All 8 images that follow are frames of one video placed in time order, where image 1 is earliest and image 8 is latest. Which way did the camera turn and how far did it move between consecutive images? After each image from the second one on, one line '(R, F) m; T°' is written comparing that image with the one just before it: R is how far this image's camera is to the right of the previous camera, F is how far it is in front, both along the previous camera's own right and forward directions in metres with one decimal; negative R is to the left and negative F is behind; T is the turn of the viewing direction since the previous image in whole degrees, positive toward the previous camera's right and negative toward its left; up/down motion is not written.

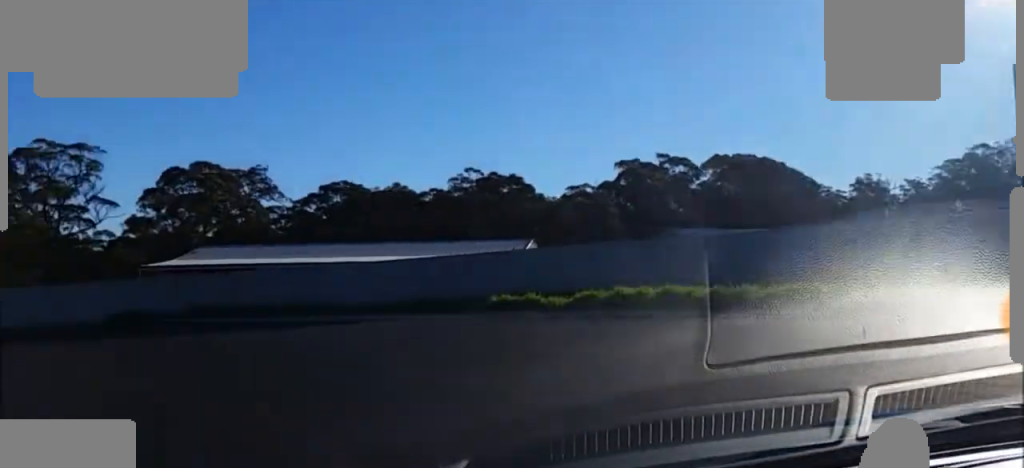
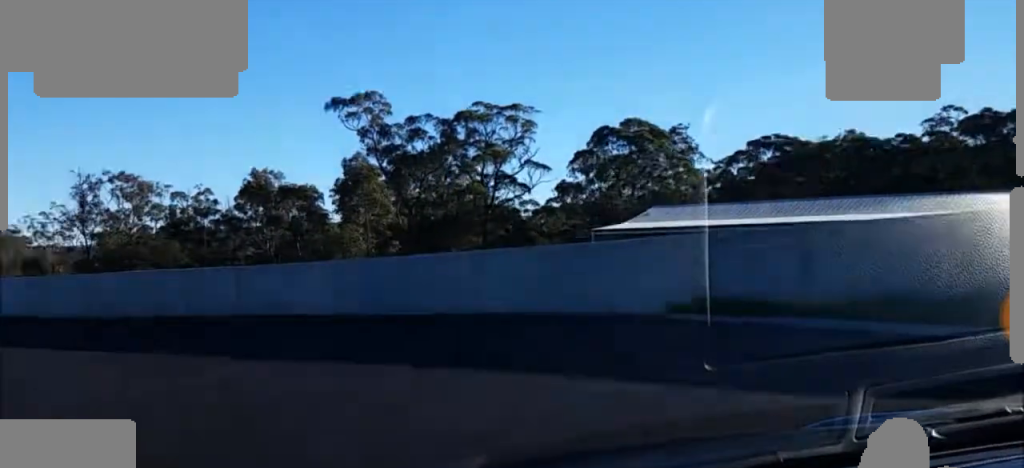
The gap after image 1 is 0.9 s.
(-1.7, +14.9) m; -37°
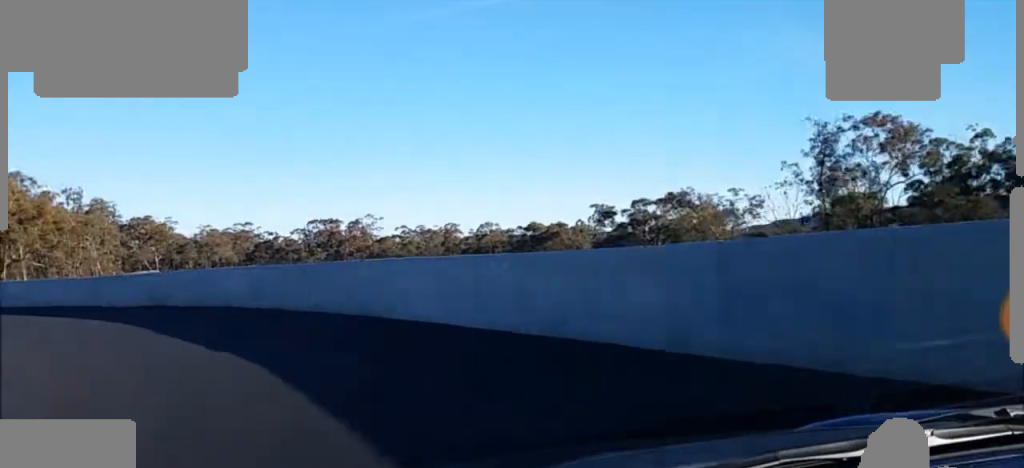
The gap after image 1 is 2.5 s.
(-15.5, +27.5) m; -42°
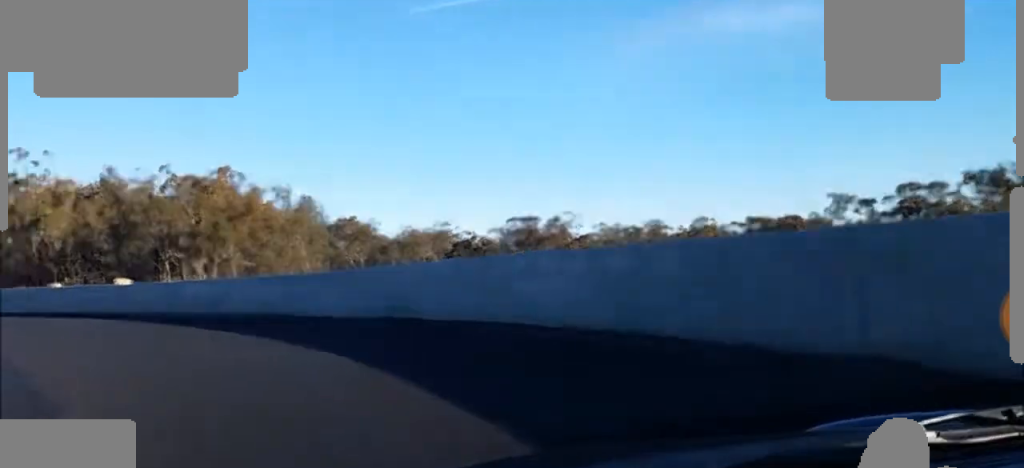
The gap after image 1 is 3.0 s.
(+0.1, +10.7) m; -10°
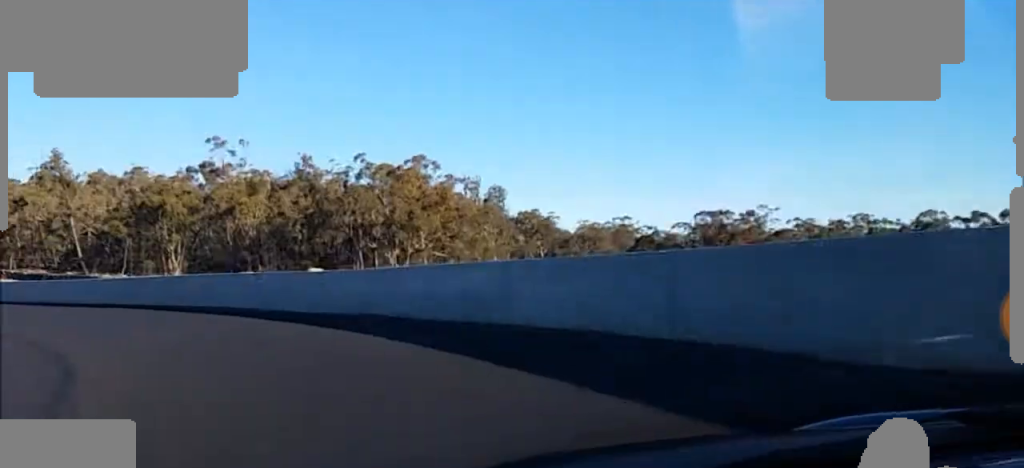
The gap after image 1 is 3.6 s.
(-3.3, +13.1) m; -12°
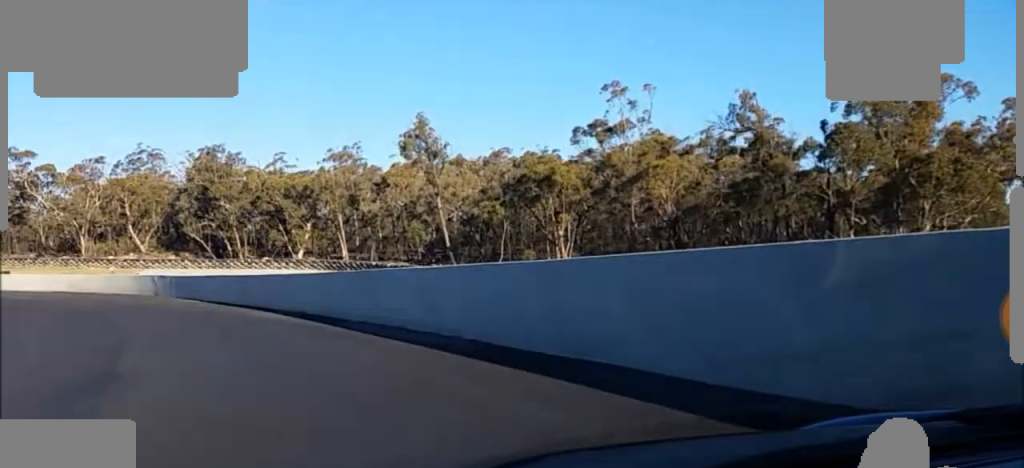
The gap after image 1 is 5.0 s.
(-5.1, +33.3) m; -20°
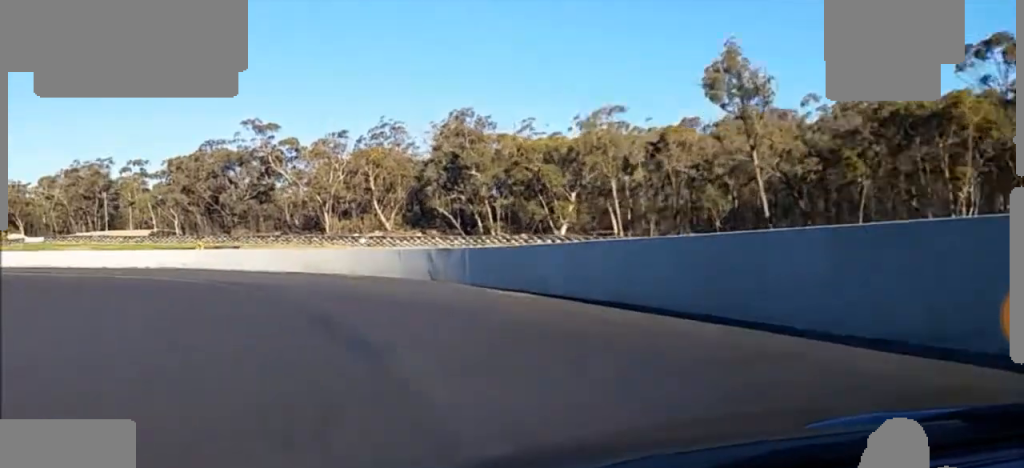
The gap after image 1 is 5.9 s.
(-2.9, +21.9) m; -15°
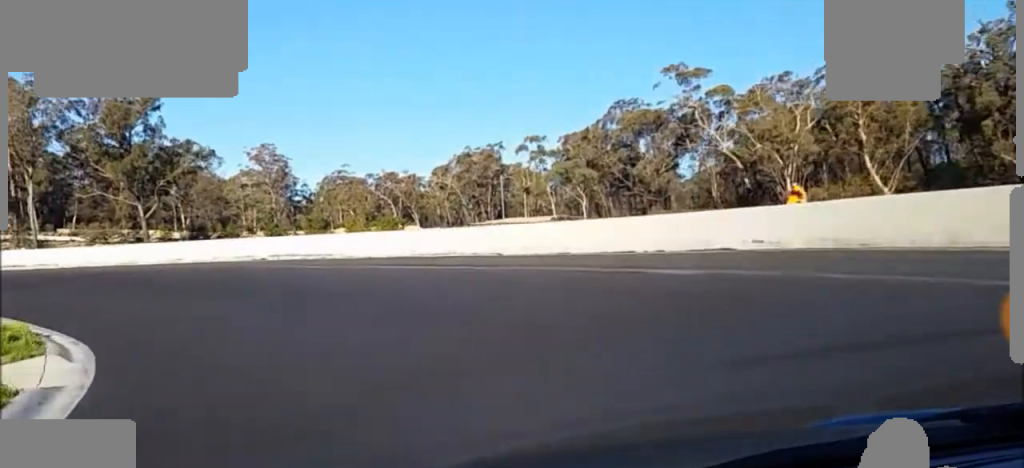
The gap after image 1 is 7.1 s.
(-5.5, +30.3) m; -19°
